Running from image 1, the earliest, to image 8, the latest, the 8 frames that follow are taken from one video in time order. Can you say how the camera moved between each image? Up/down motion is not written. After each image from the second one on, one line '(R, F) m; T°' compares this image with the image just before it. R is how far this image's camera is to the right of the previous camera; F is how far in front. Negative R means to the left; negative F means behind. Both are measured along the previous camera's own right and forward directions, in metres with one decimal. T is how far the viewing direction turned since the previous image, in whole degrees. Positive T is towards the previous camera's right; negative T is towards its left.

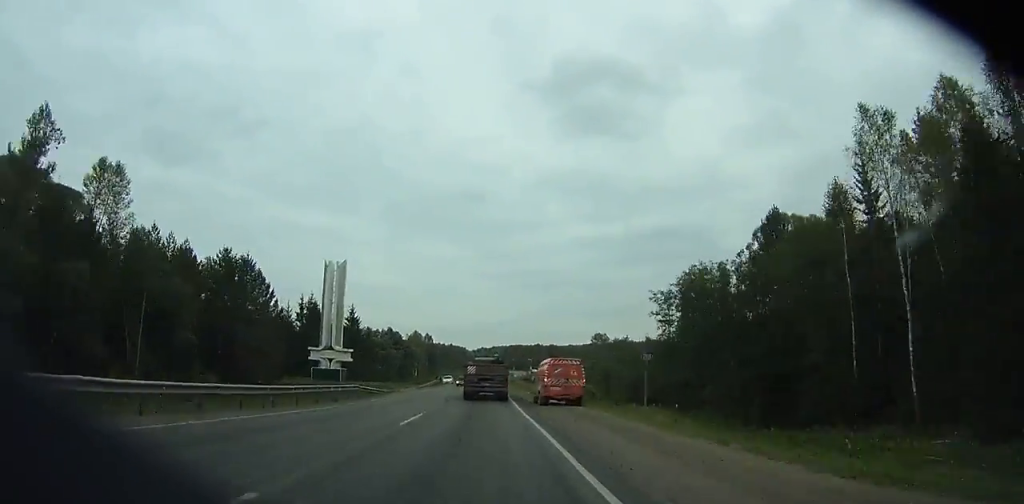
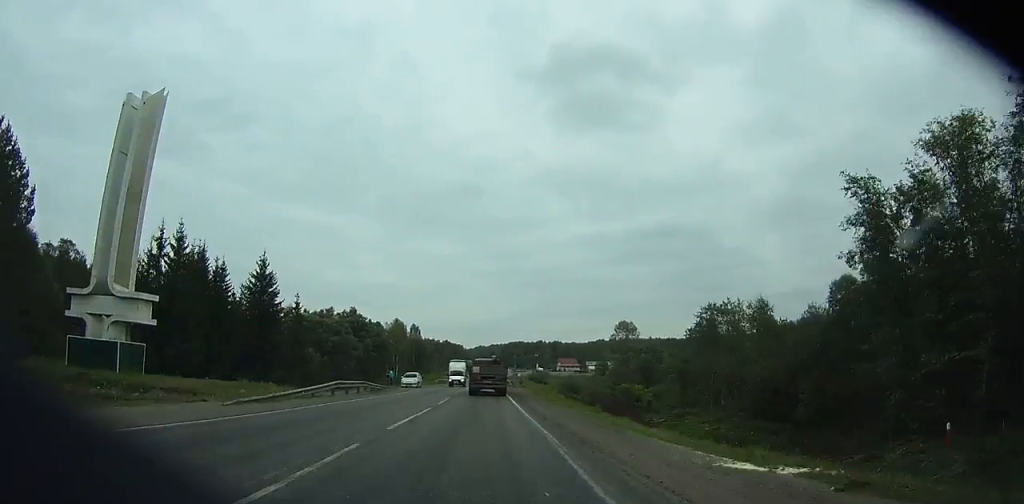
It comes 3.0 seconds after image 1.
(-0.1, +51.7) m; 0°
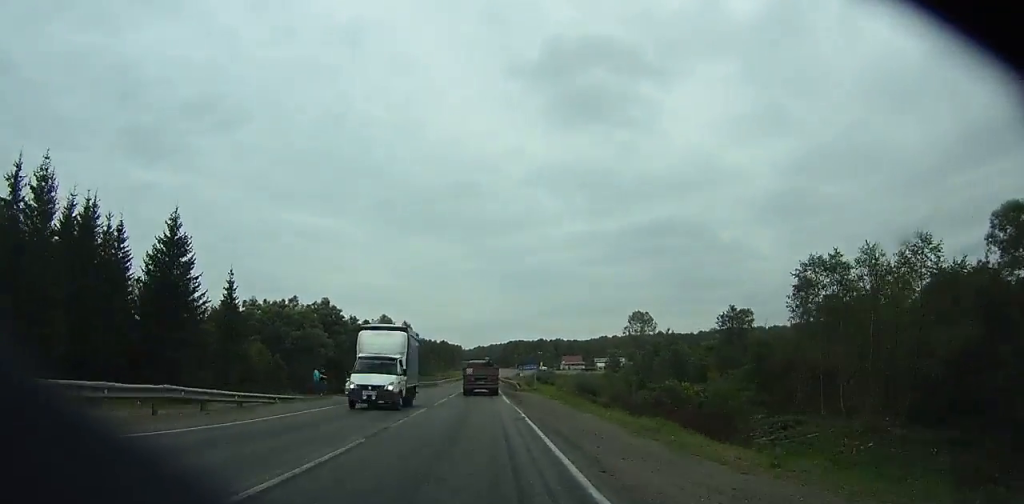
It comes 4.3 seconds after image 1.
(0.0, +22.3) m; 0°
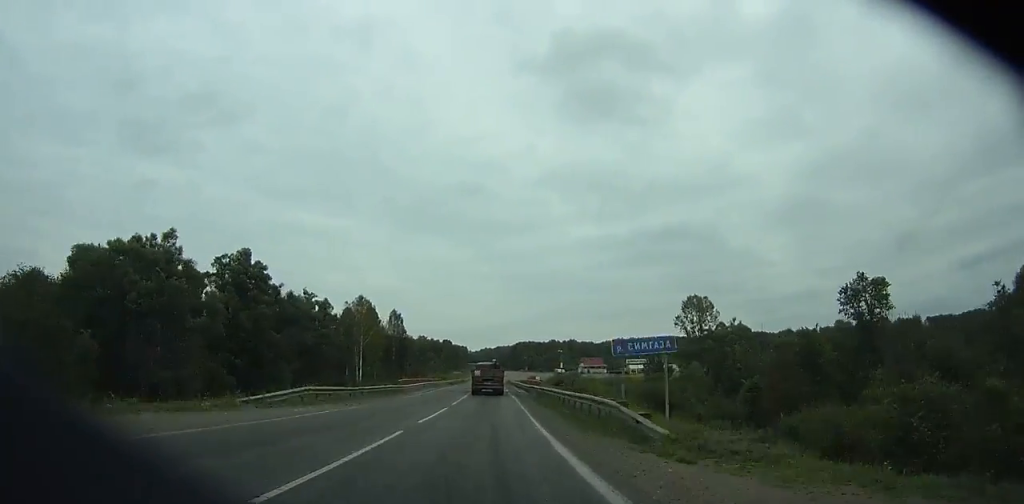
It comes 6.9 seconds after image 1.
(-0.1, +44.9) m; 0°
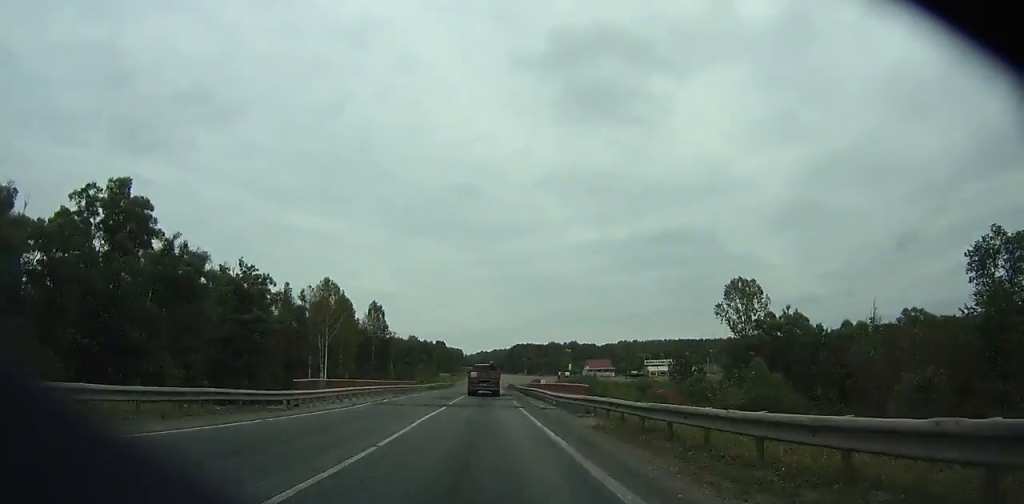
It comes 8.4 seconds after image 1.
(-0.2, +26.2) m; 0°
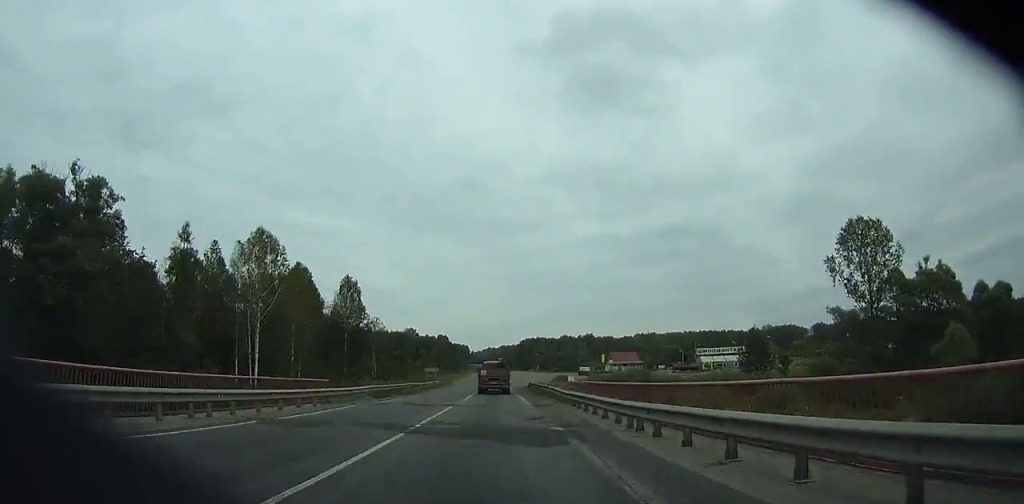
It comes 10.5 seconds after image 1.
(0.0, +37.3) m; 0°
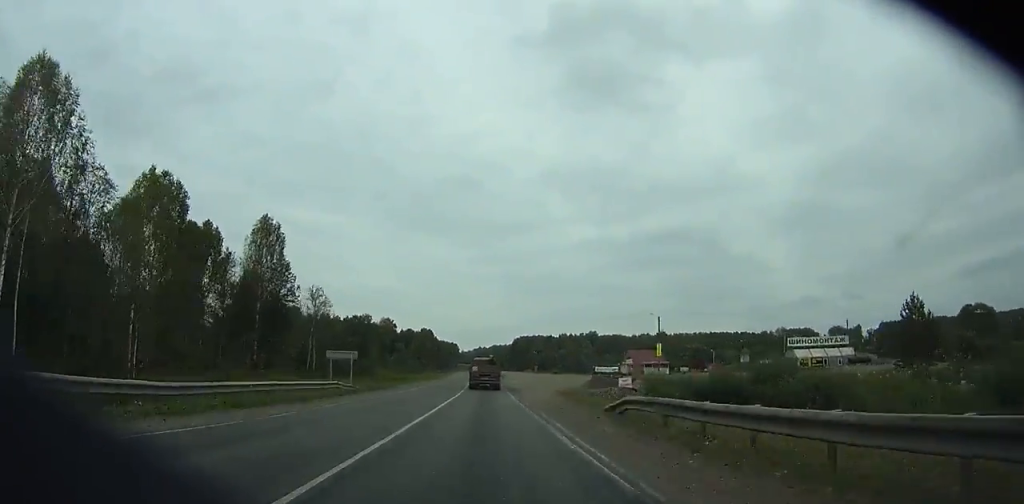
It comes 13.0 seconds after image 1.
(+0.1, +45.3) m; 0°
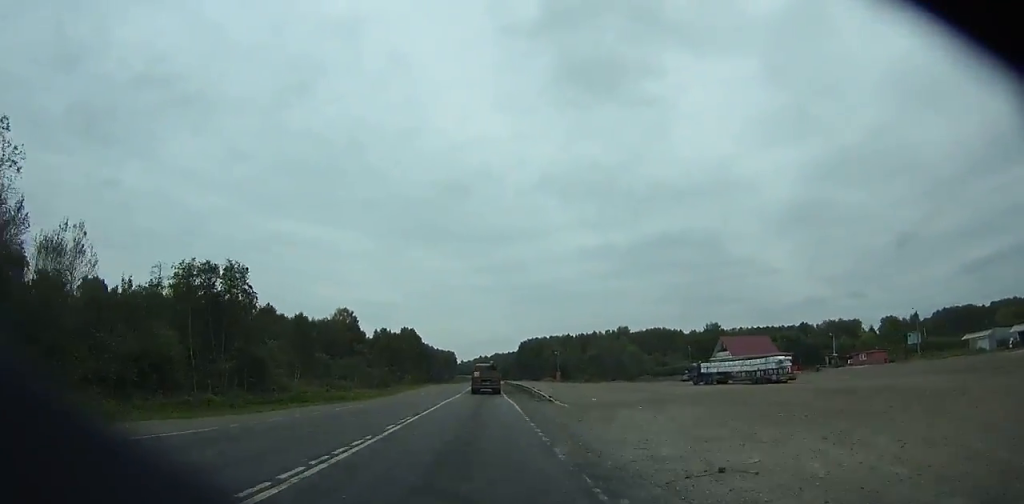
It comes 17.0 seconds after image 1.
(+0.2, +75.0) m; 0°
